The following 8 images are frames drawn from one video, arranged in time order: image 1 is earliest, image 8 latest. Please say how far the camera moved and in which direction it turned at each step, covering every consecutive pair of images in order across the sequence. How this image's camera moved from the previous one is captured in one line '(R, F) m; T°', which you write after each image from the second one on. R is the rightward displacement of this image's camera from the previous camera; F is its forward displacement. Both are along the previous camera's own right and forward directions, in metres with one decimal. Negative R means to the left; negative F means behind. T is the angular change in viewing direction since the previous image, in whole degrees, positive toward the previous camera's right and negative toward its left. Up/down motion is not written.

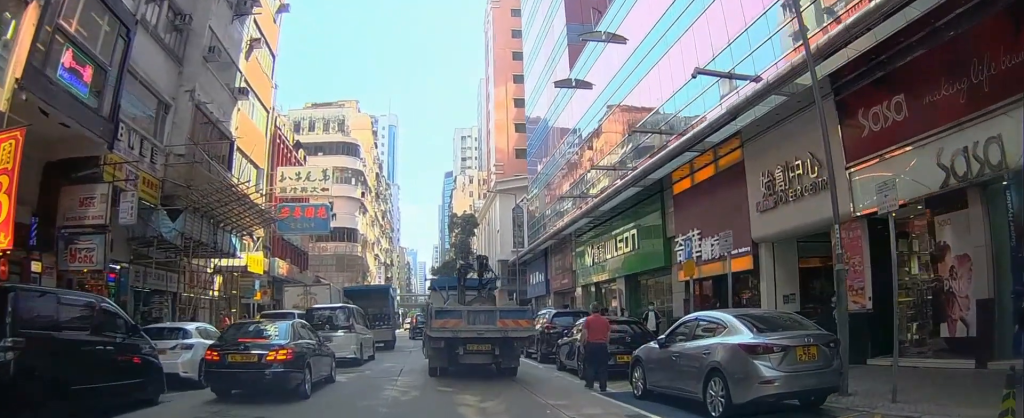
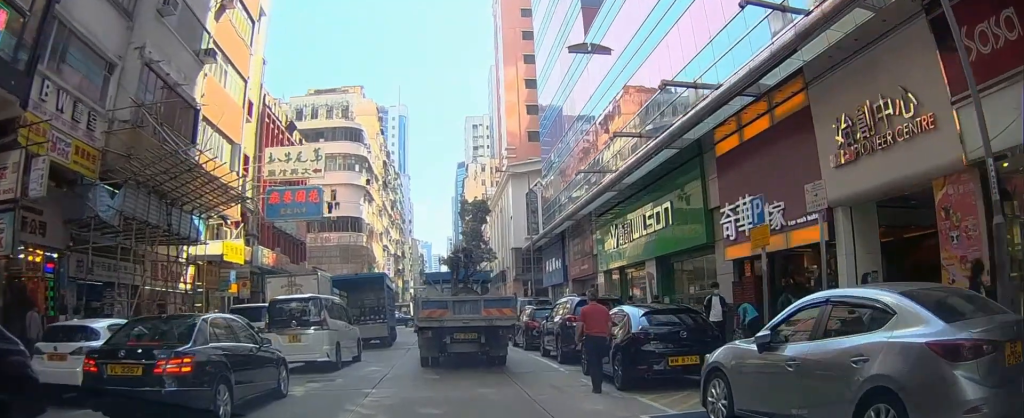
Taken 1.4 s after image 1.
(0.0, +3.9) m; 0°
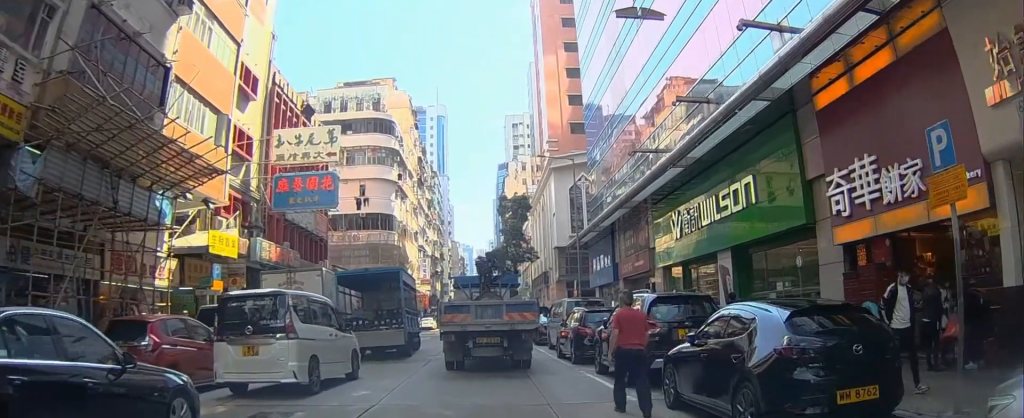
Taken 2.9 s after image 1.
(0.0, +4.6) m; 0°
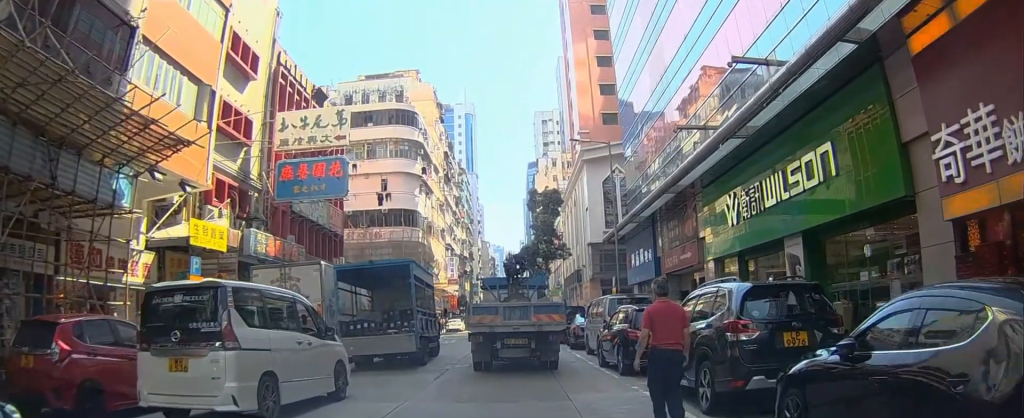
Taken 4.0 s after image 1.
(0.0, +3.4) m; 0°
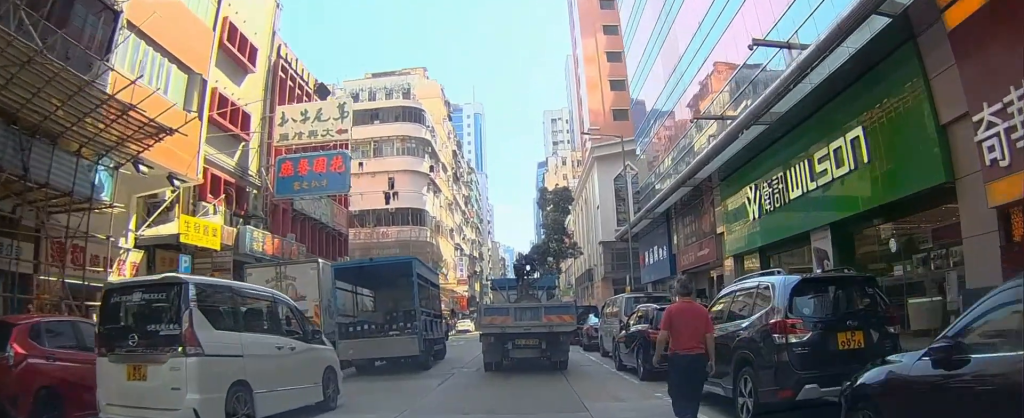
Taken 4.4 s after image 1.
(0.0, +1.2) m; 0°
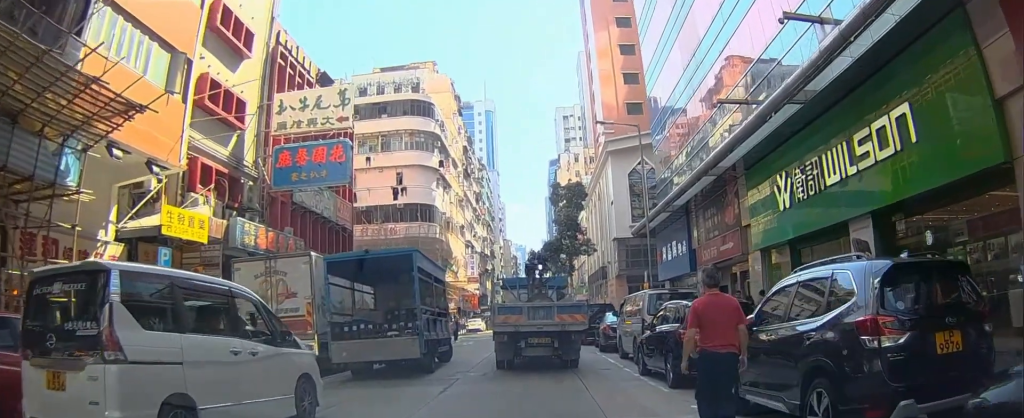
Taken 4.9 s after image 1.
(0.0, +1.6) m; 0°
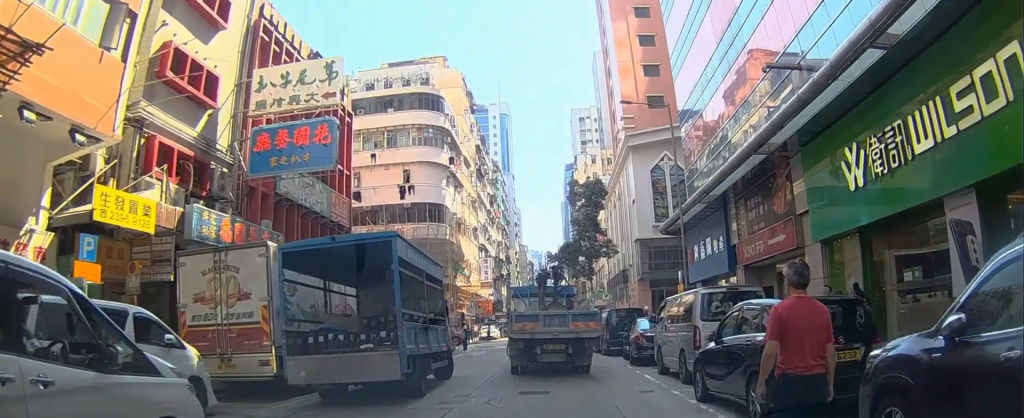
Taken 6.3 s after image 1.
(0.0, +3.5) m; +1°
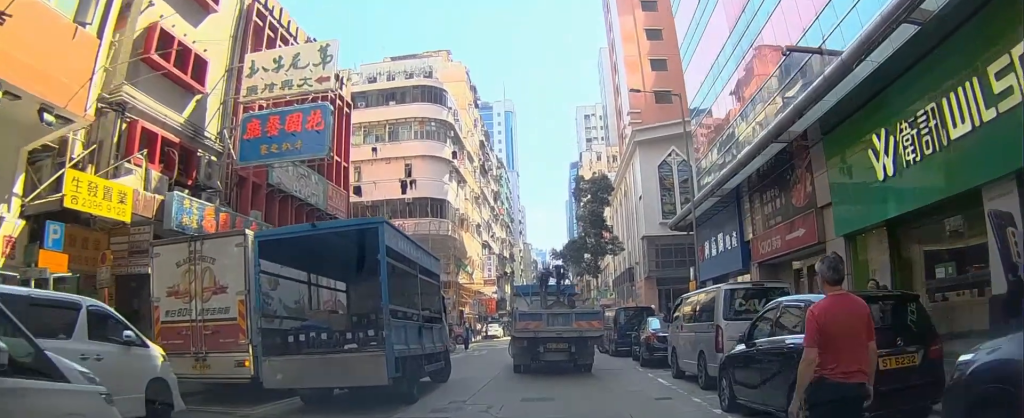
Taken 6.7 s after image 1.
(0.0, +1.2) m; 0°
